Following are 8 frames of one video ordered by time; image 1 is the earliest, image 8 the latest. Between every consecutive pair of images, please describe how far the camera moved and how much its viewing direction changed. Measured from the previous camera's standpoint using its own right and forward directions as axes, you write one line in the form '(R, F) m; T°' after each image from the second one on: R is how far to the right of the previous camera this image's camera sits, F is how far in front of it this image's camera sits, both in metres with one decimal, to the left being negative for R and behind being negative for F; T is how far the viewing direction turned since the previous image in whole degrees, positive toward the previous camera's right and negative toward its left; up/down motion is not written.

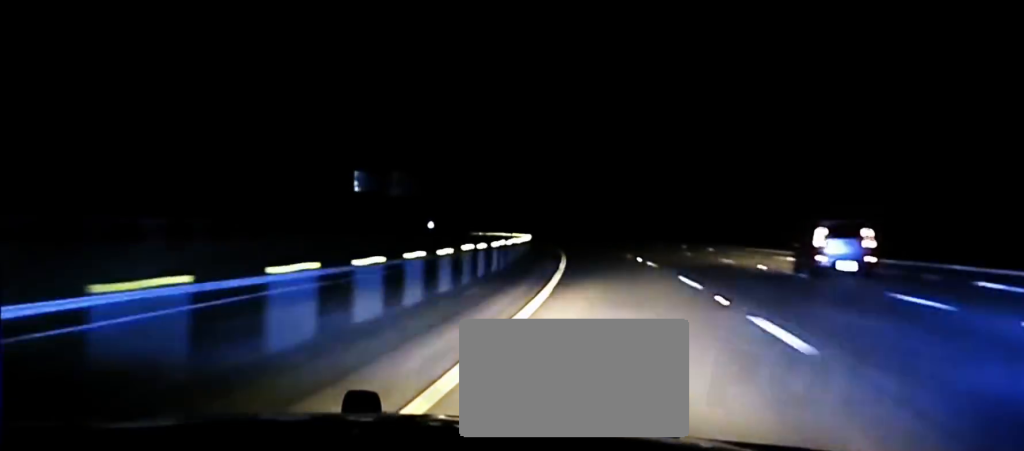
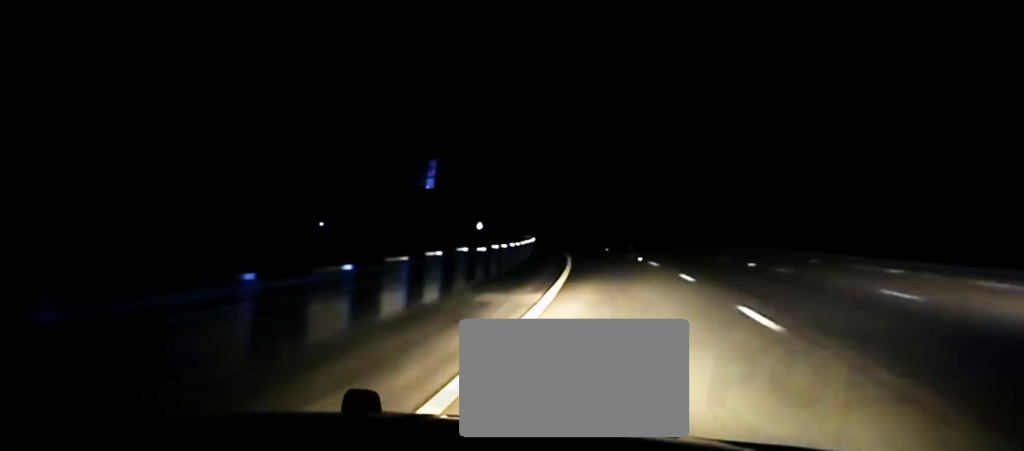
(-1.9, +54.7) m; -4°
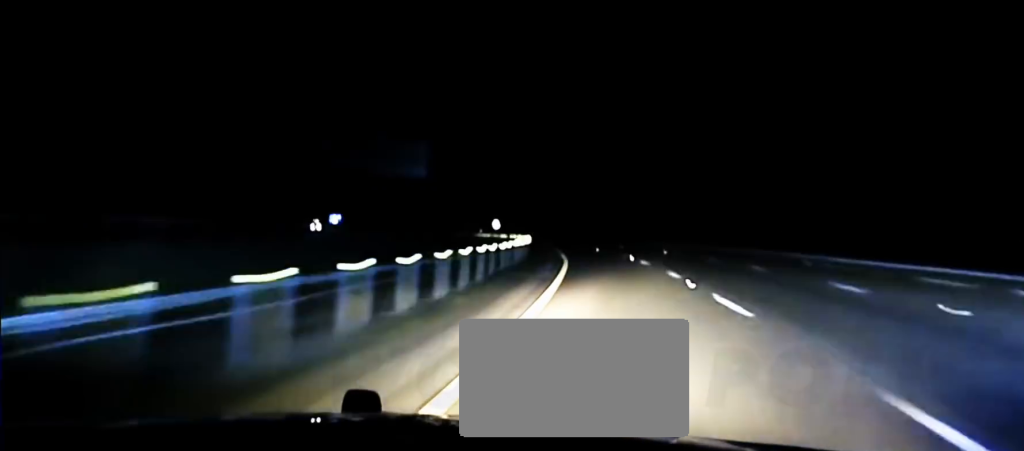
(-0.6, +23.2) m; -2°
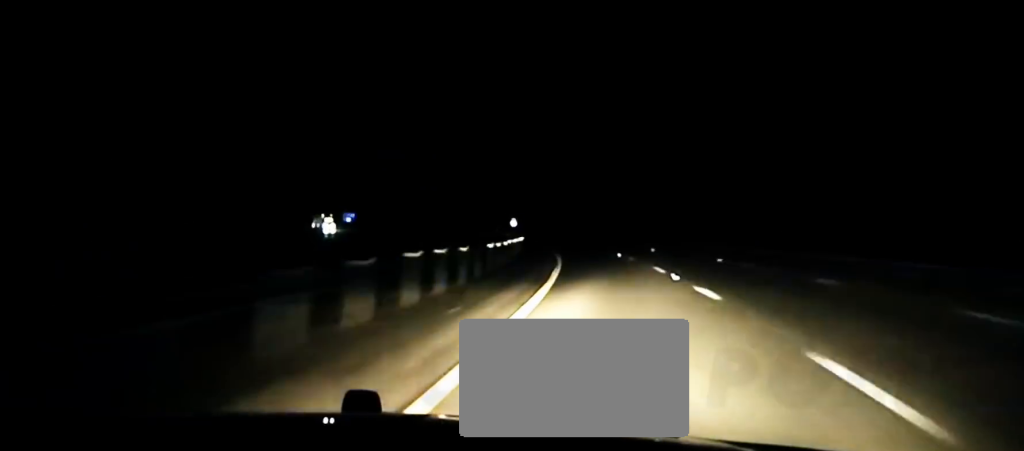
(-0.2, +22.8) m; -2°
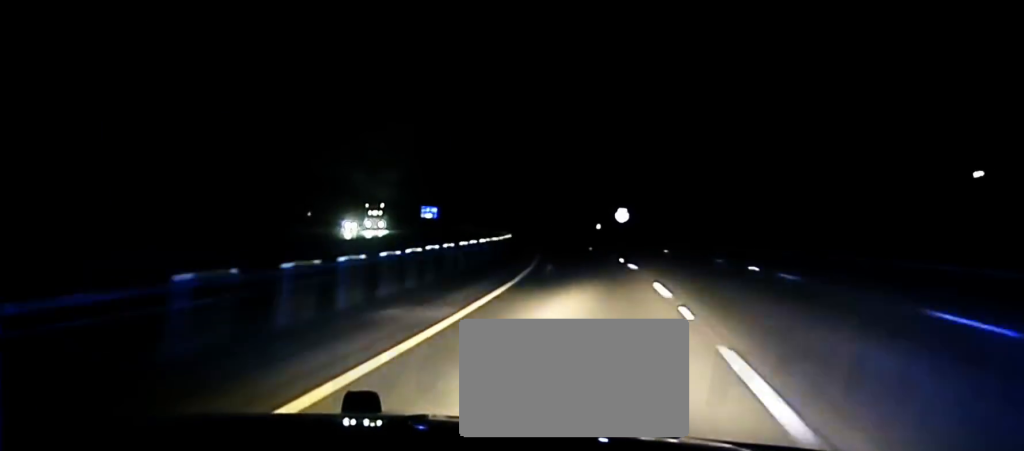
(-6.1, +80.7) m; -8°
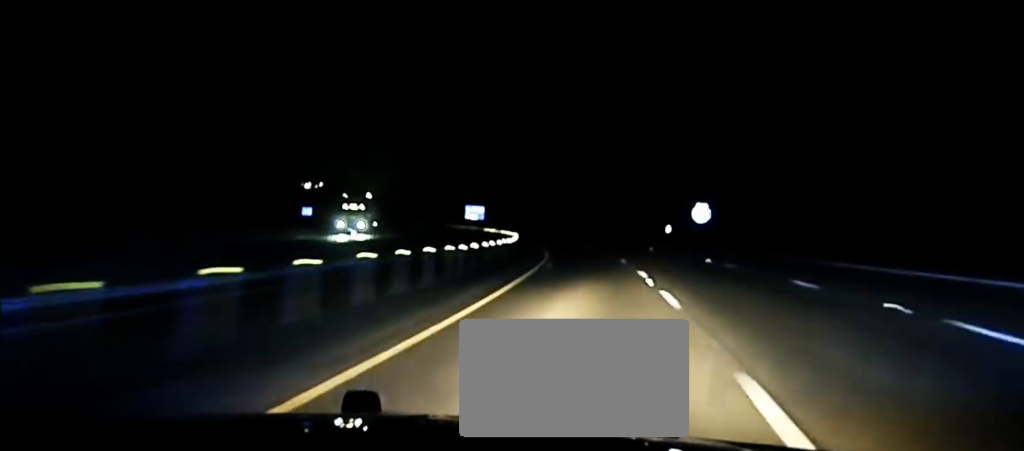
(-1.0, +33.2) m; -4°
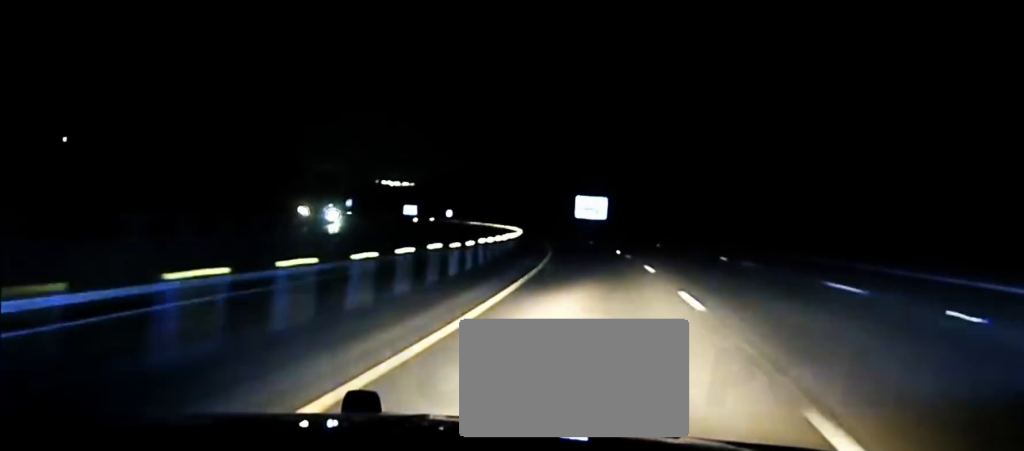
(-7.5, +90.2) m; -9°
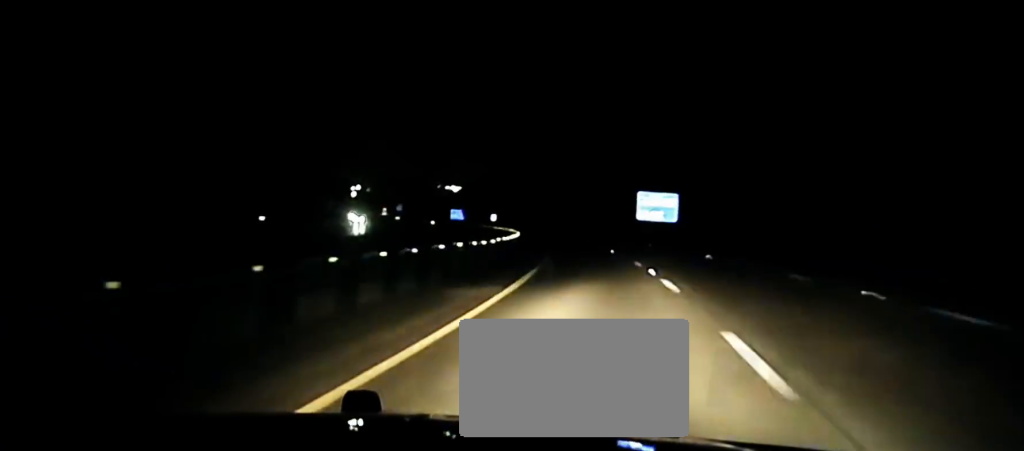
(-1.1, +44.2) m; -4°
